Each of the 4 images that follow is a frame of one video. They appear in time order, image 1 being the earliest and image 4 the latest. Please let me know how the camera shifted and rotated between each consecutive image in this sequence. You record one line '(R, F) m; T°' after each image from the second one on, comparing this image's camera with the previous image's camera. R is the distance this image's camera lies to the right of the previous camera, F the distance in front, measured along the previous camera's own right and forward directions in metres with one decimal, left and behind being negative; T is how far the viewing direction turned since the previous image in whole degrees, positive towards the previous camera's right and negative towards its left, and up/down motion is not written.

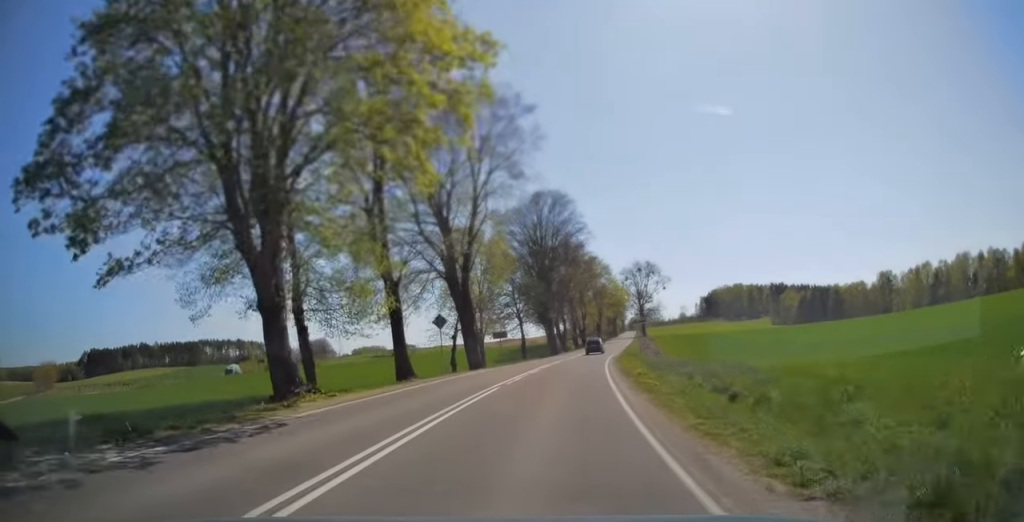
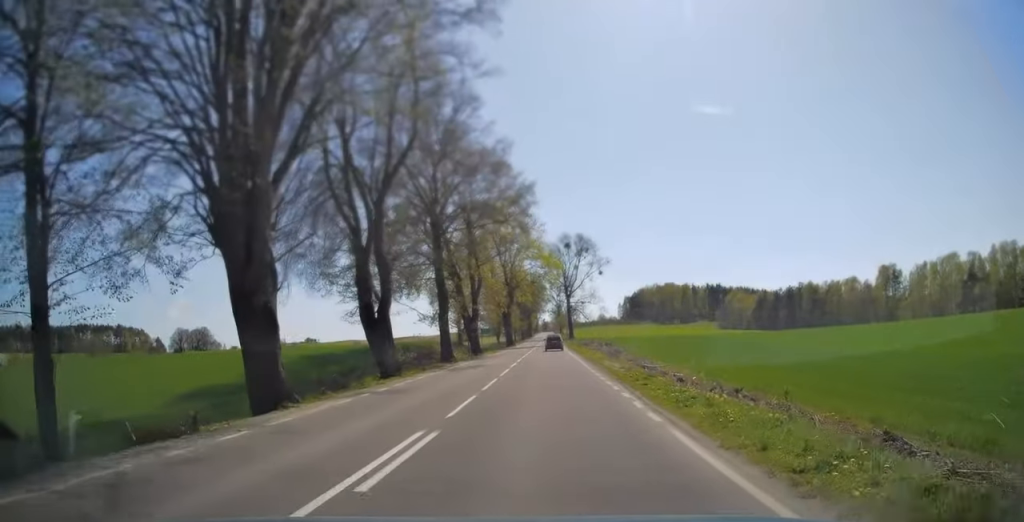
(+4.7, +61.5) m; +7°
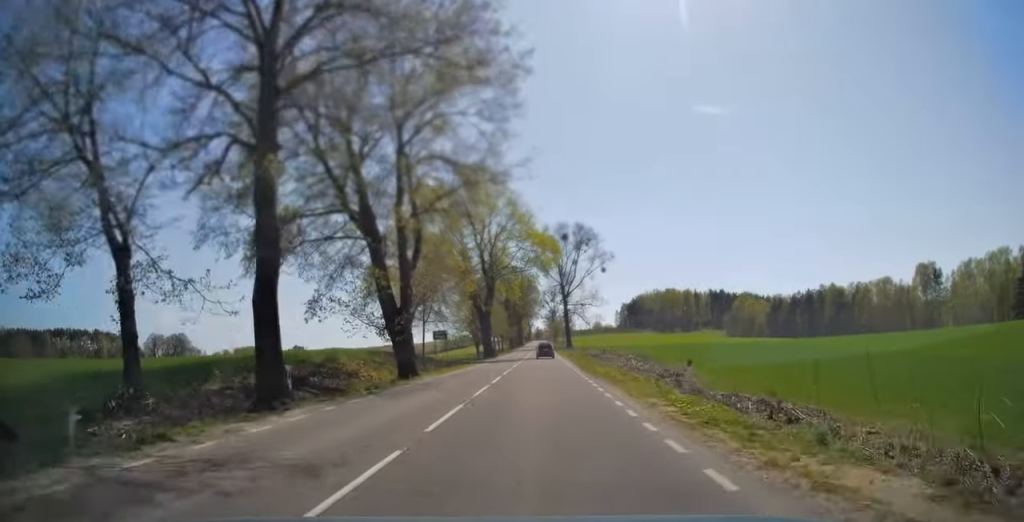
(+0.3, +24.9) m; +1°
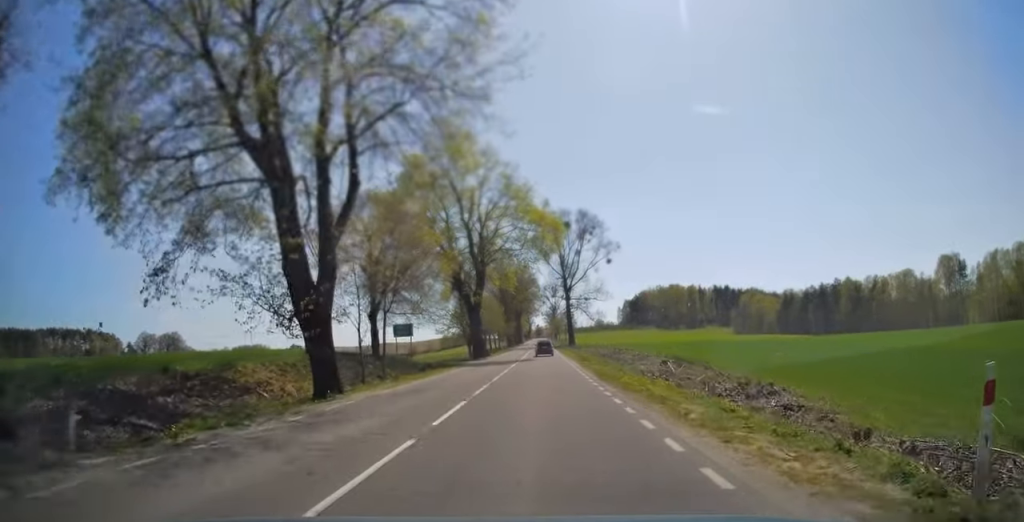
(+0.1, +11.1) m; 0°
